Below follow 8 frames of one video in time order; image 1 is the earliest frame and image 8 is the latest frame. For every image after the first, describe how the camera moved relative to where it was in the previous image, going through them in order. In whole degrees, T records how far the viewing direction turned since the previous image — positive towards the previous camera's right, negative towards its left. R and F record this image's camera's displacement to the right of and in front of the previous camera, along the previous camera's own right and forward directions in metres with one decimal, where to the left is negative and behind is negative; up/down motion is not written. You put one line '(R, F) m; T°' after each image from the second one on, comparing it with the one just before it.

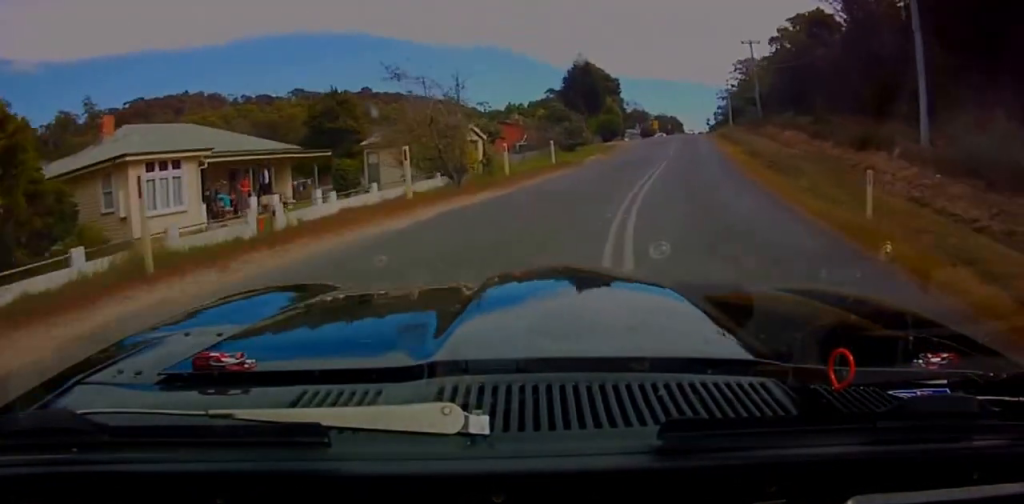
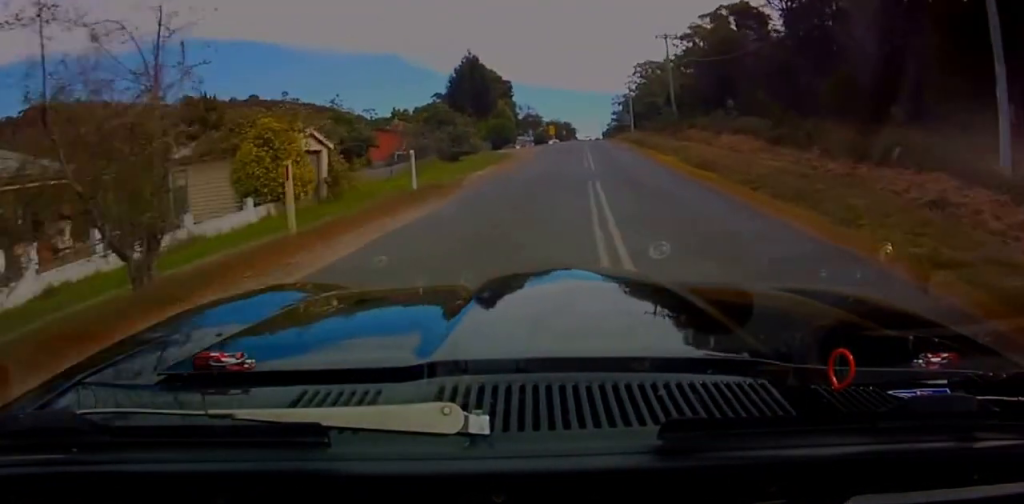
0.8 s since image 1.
(+0.9, +9.4) m; +8°
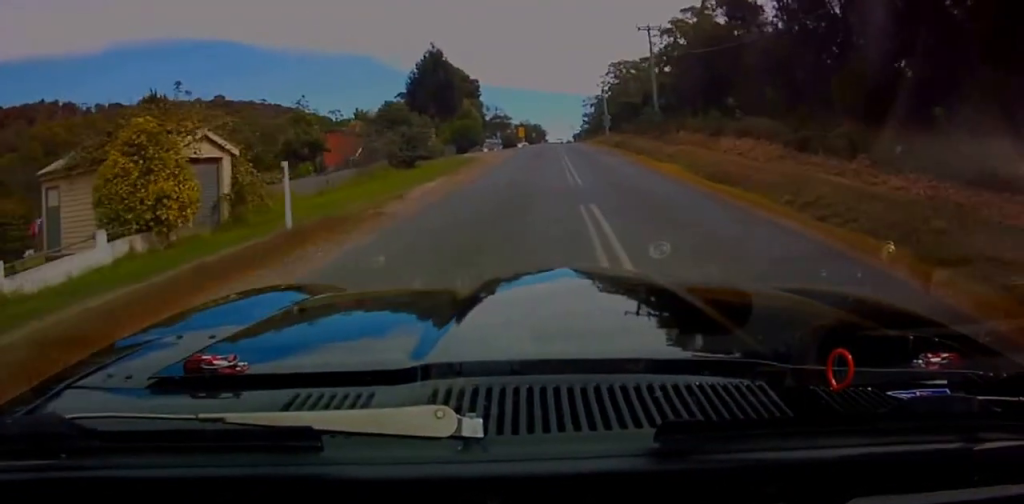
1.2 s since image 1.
(+0.4, +5.6) m; +3°
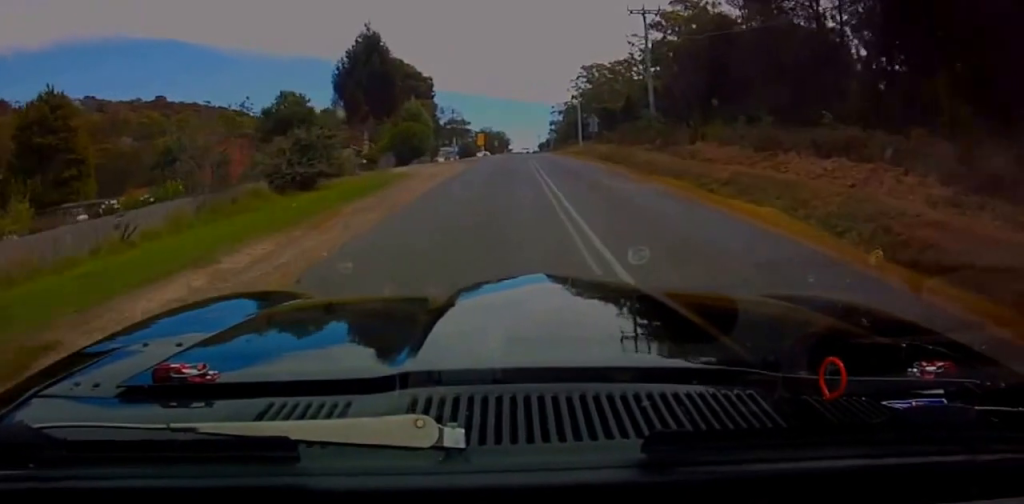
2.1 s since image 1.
(+0.3, +11.9) m; +1°
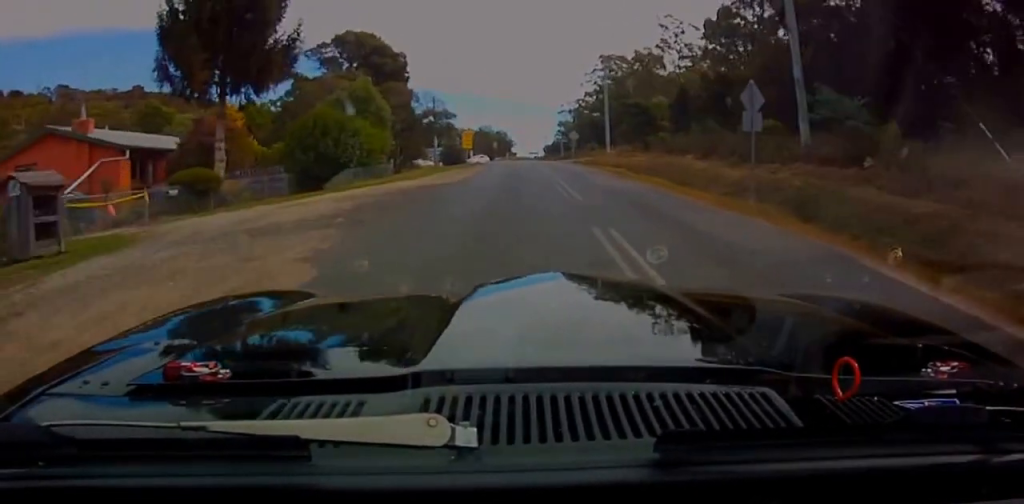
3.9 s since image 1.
(0.0, +25.7) m; 0°
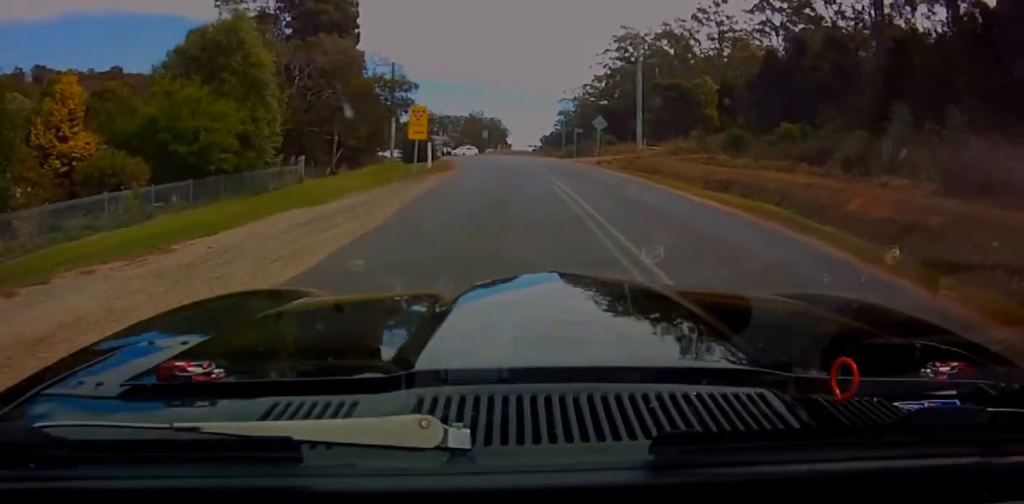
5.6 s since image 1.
(0.0, +22.1) m; 0°
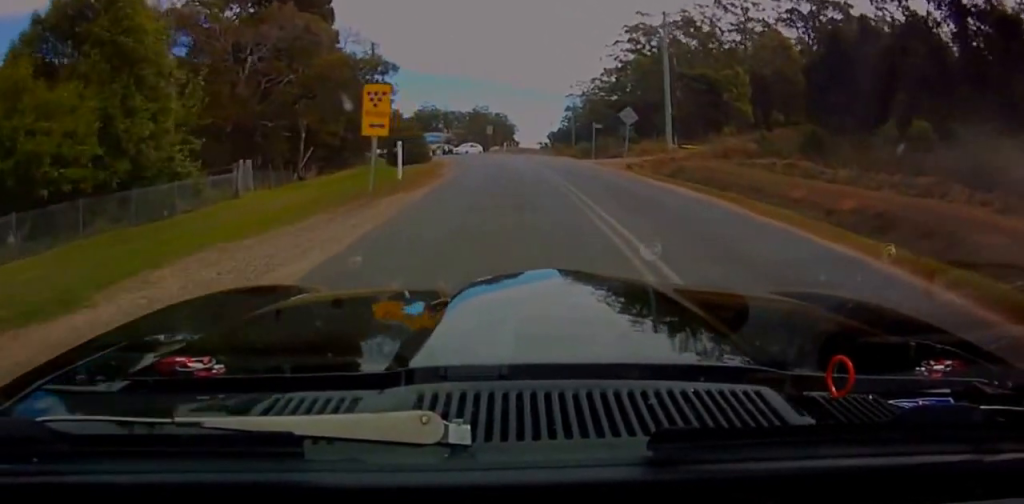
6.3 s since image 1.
(0.0, +8.6) m; 0°
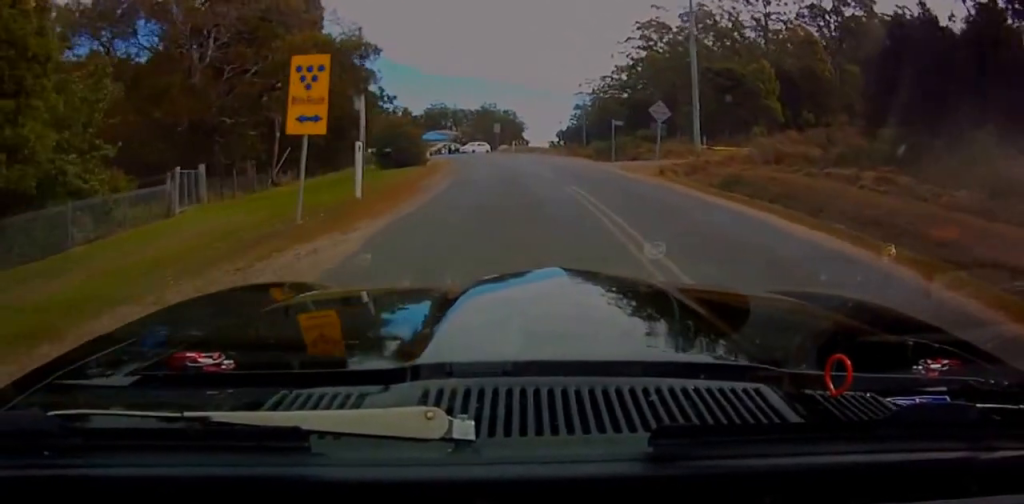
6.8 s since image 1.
(0.0, +6.0) m; 0°
